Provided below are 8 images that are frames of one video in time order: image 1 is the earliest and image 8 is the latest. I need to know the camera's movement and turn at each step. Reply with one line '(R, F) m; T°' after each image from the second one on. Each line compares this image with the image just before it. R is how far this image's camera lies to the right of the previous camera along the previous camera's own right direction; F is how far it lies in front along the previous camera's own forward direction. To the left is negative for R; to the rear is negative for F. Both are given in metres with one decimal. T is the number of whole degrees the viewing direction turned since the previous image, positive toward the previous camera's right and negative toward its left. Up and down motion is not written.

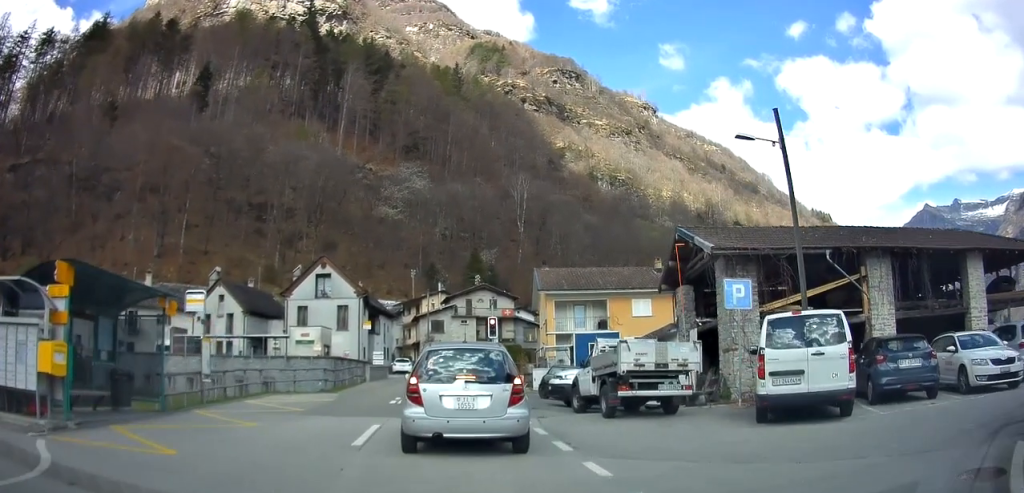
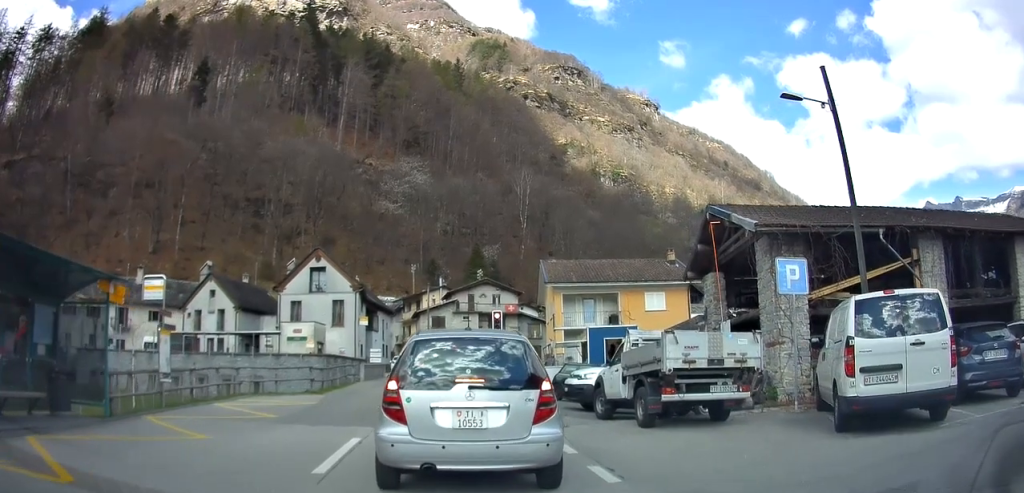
(+0.3, +2.7) m; +2°
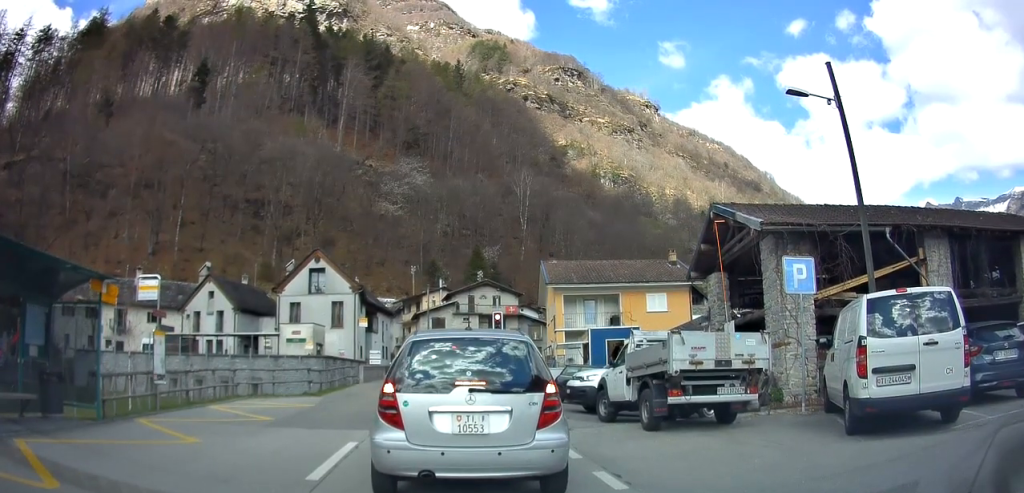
(+0.1, +0.9) m; 0°
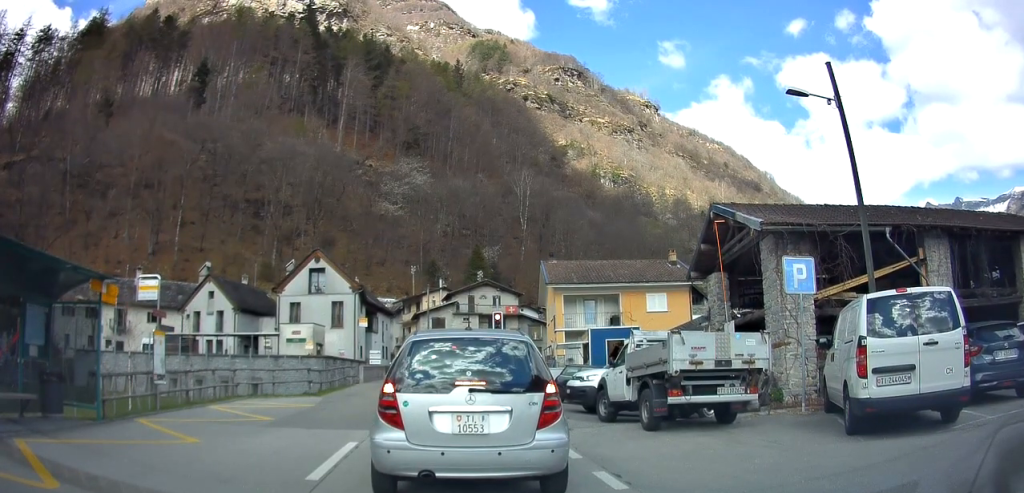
(0.0, 0.0) m; 0°
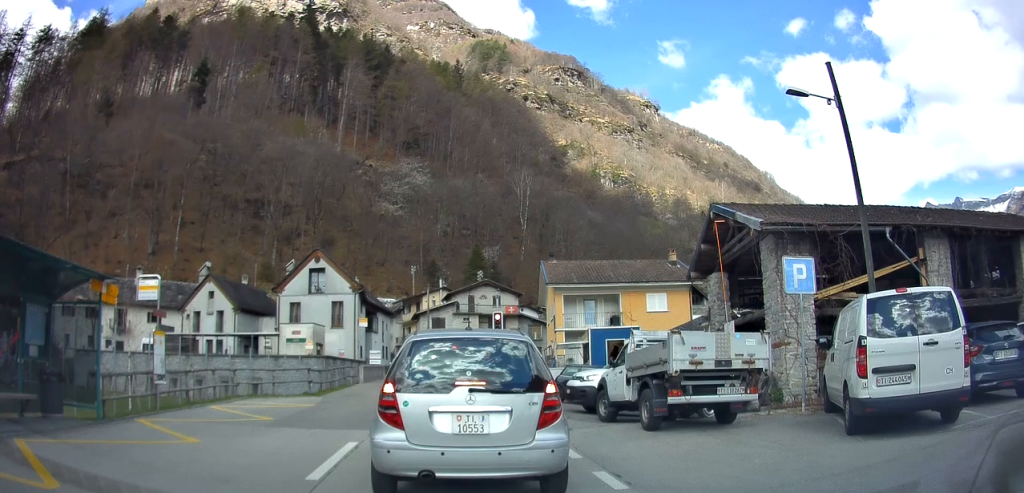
(0.0, 0.0) m; 0°
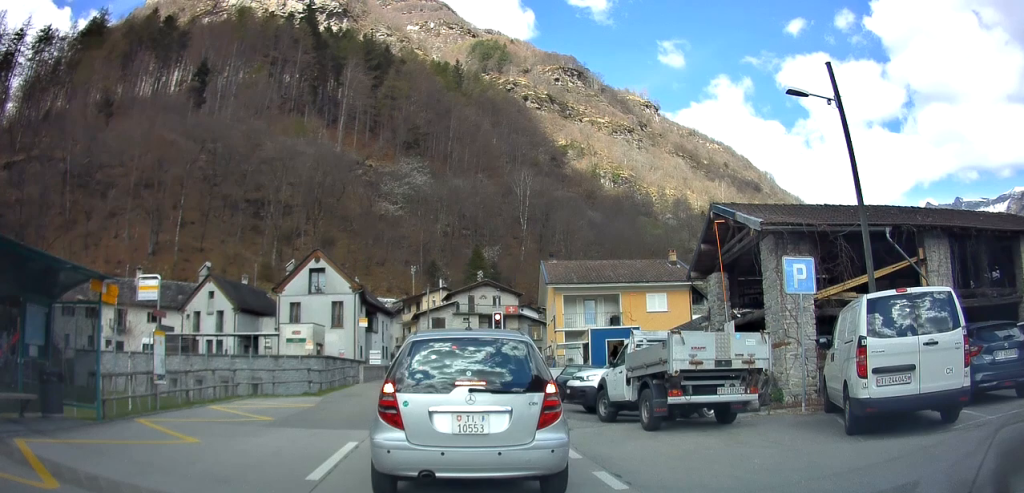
(0.0, 0.0) m; 0°
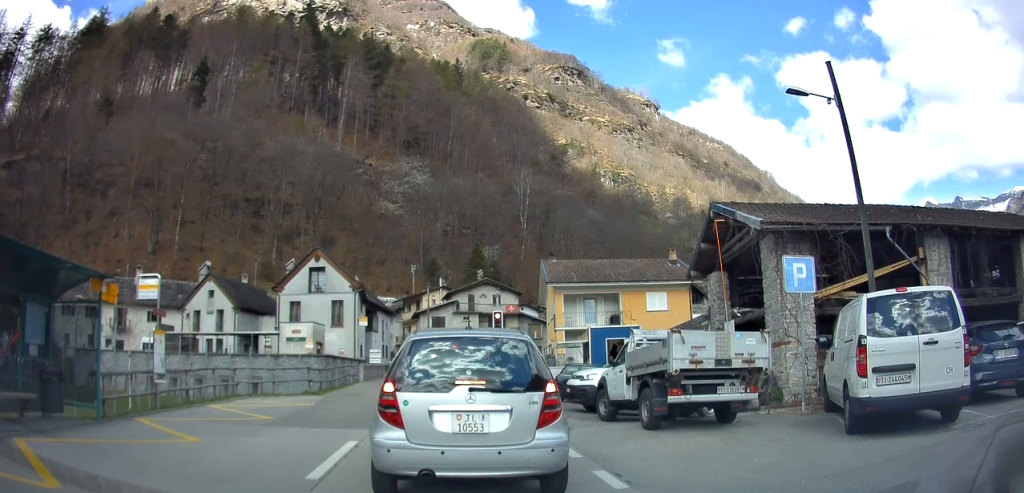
(0.0, 0.0) m; 0°
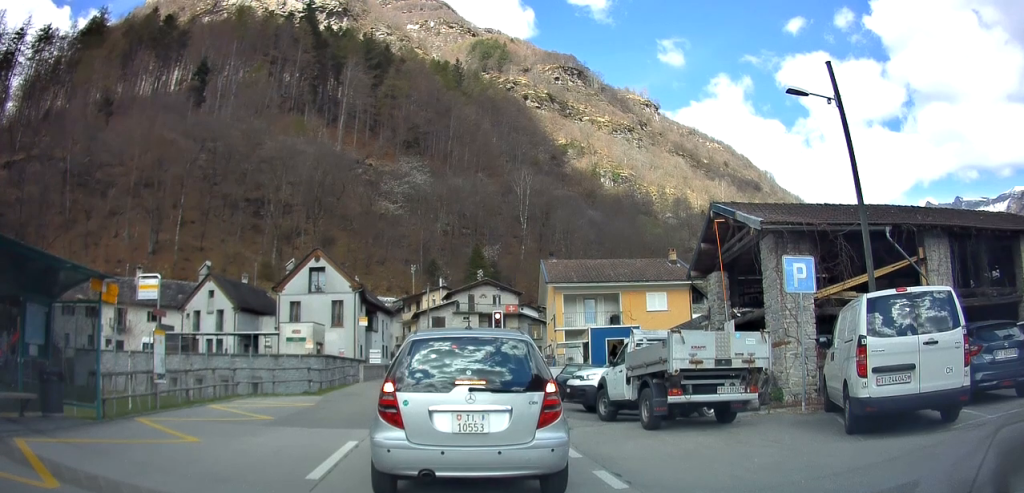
(0.0, 0.0) m; 0°
